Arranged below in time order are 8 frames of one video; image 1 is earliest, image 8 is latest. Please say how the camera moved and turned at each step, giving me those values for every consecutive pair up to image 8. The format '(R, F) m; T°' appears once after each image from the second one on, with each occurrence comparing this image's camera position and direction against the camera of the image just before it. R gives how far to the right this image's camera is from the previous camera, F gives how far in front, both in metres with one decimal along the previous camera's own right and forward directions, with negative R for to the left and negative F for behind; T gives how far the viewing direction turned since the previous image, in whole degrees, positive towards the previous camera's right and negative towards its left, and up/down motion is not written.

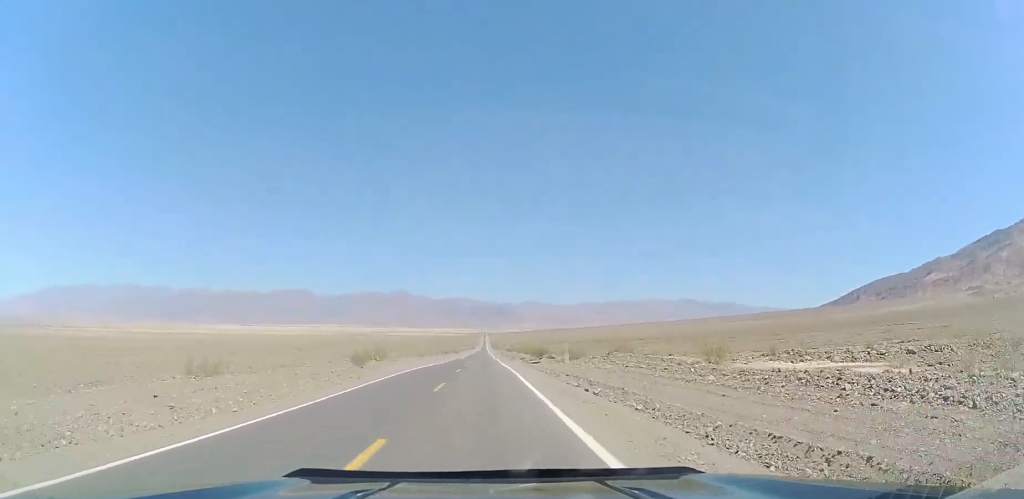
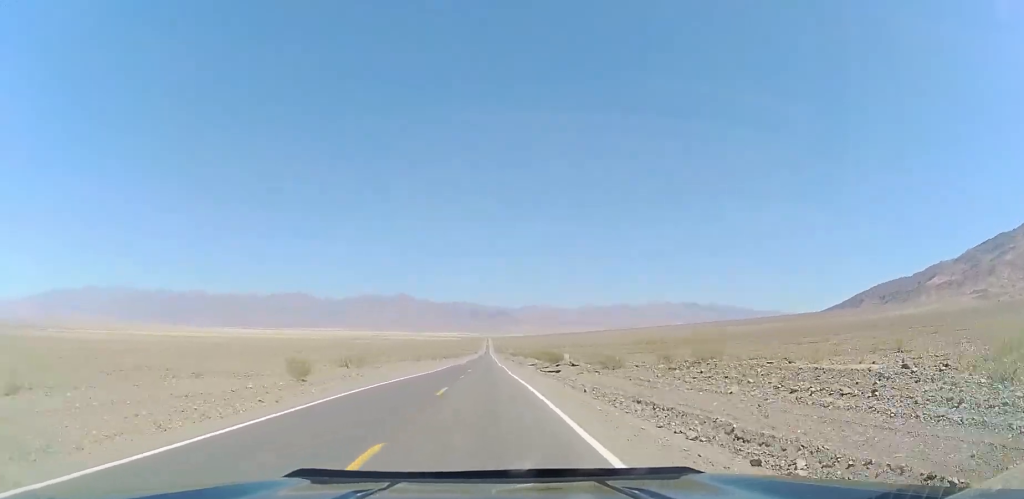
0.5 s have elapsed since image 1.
(+0.3, +15.0) m; 0°
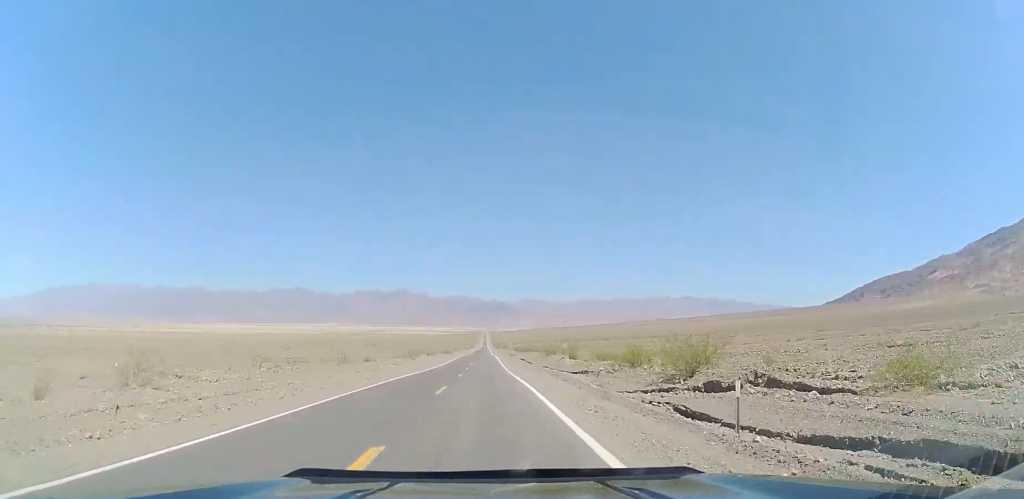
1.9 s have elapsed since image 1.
(0.0, +44.8) m; 0°
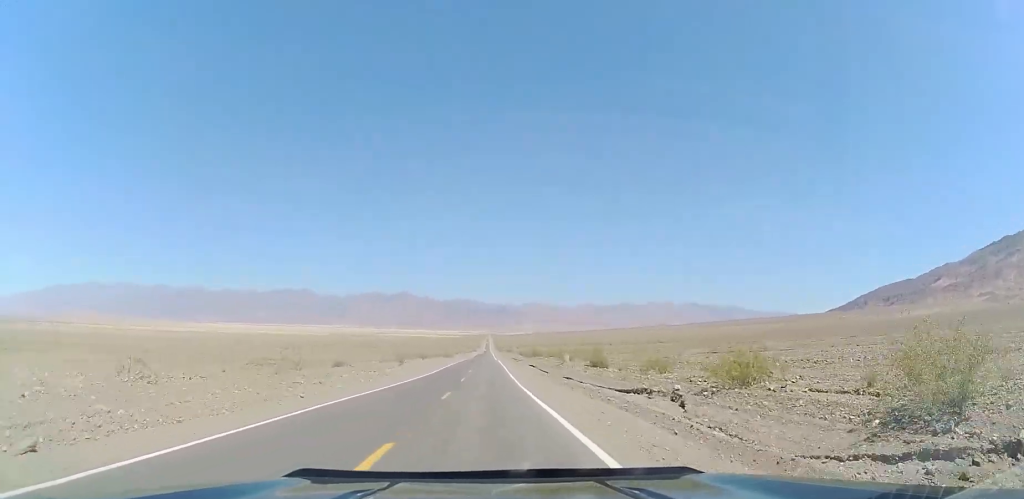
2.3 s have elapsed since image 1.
(0.0, +13.8) m; 0°
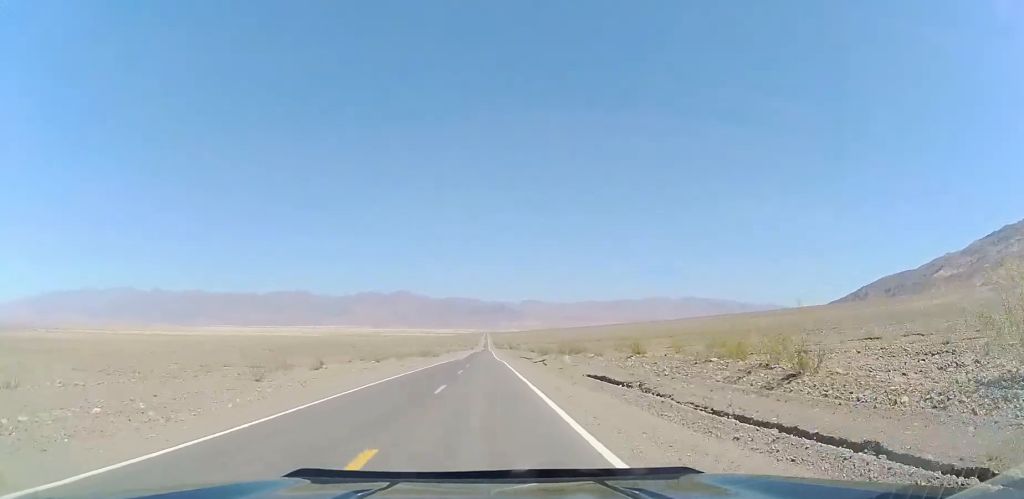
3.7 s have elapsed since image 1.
(0.0, +44.5) m; 0°
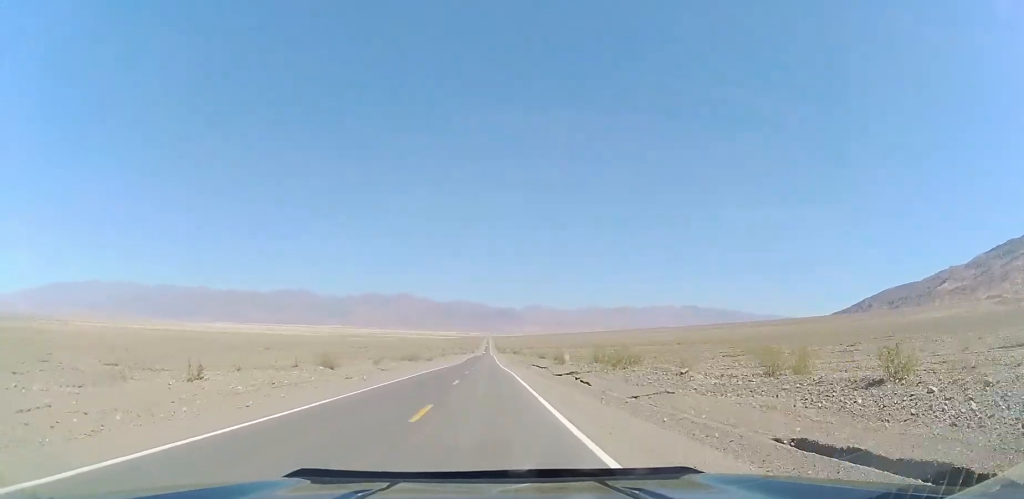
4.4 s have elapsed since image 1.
(+0.2, +21.2) m; 0°
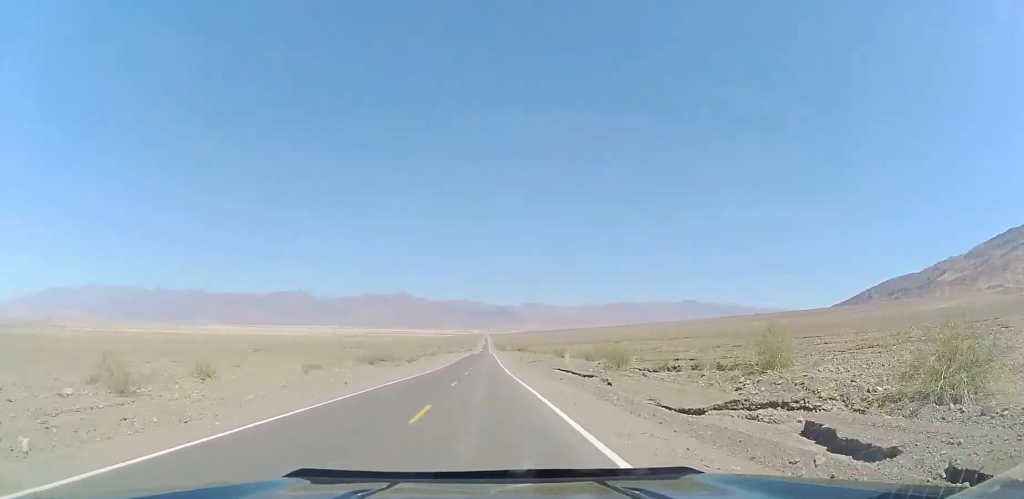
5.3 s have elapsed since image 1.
(+0.1, +29.6) m; 0°
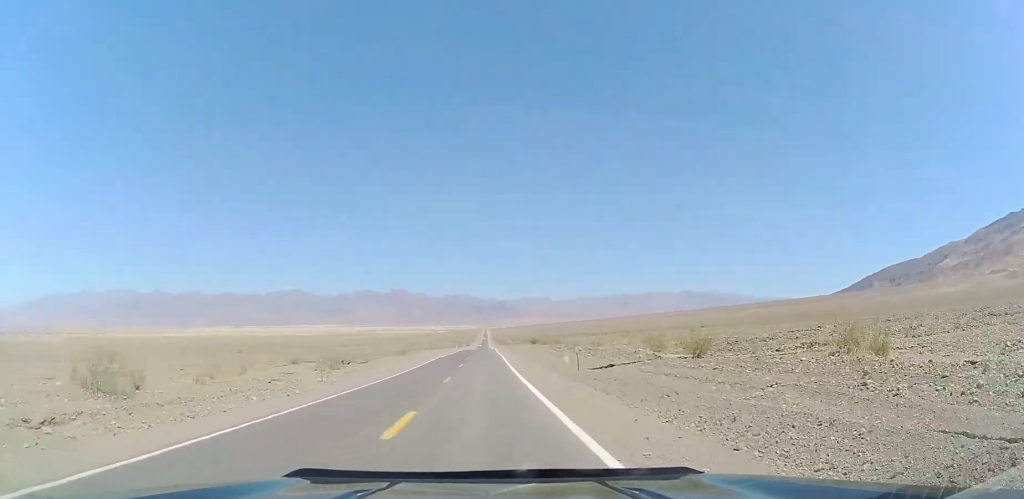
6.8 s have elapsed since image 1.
(-0.1, +46.3) m; 0°
